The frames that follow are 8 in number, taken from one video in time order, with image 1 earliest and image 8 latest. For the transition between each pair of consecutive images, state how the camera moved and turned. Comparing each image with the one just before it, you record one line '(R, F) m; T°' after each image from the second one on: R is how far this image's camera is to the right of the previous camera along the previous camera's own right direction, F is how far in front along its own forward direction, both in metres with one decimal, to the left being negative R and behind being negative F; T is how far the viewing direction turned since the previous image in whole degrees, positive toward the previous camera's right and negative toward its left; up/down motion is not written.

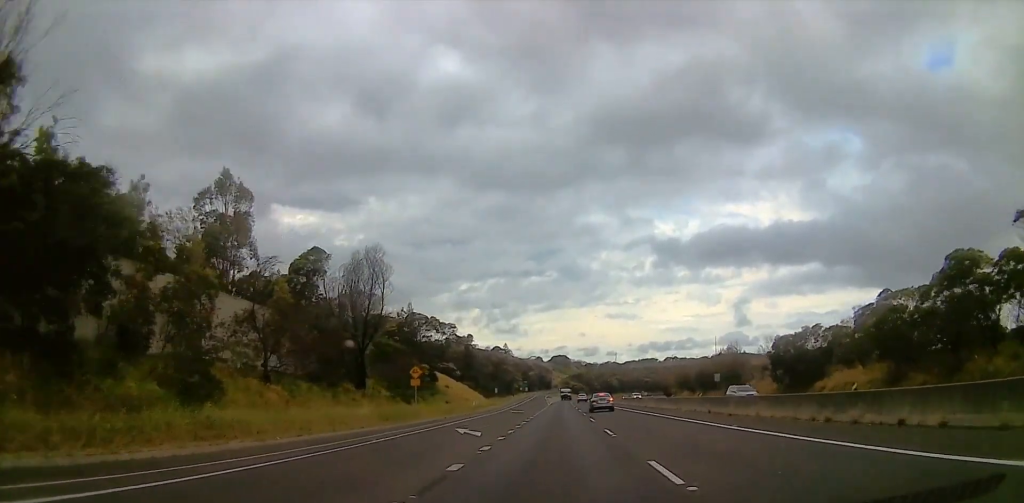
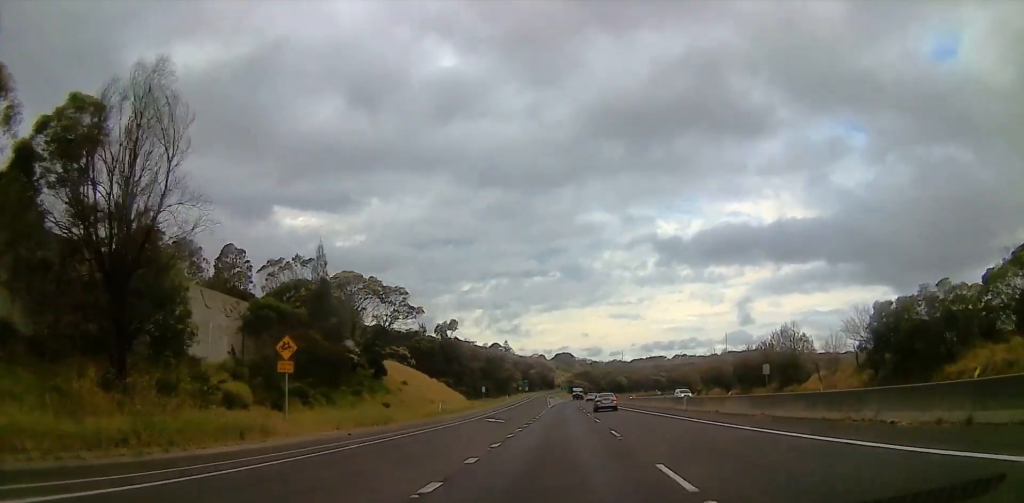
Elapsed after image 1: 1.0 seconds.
(0.0, +24.6) m; 0°
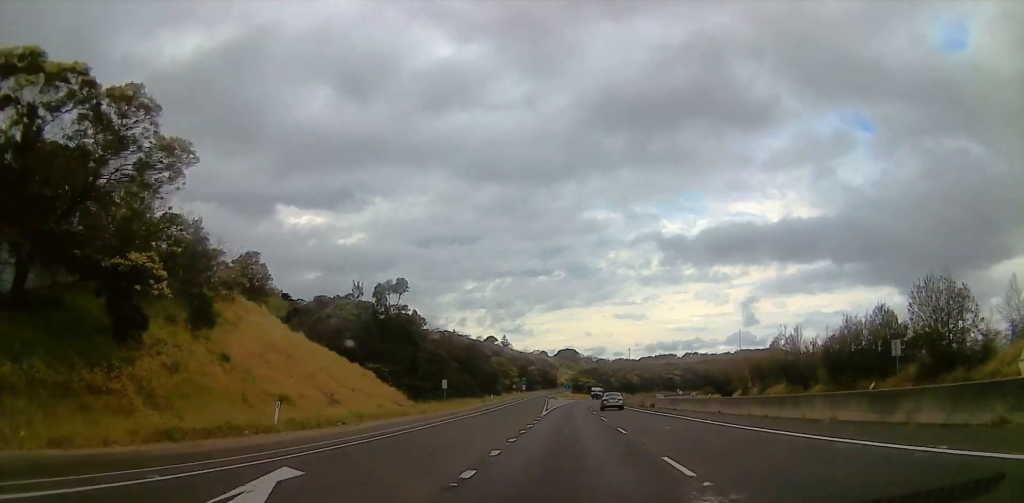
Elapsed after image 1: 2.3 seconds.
(0.0, +33.8) m; 0°
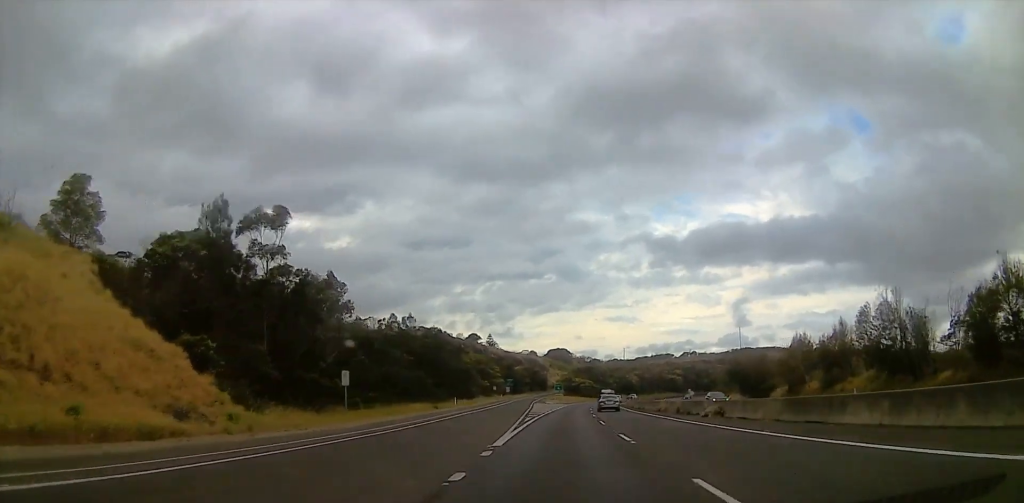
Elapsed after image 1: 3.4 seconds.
(0.0, +27.7) m; 0°
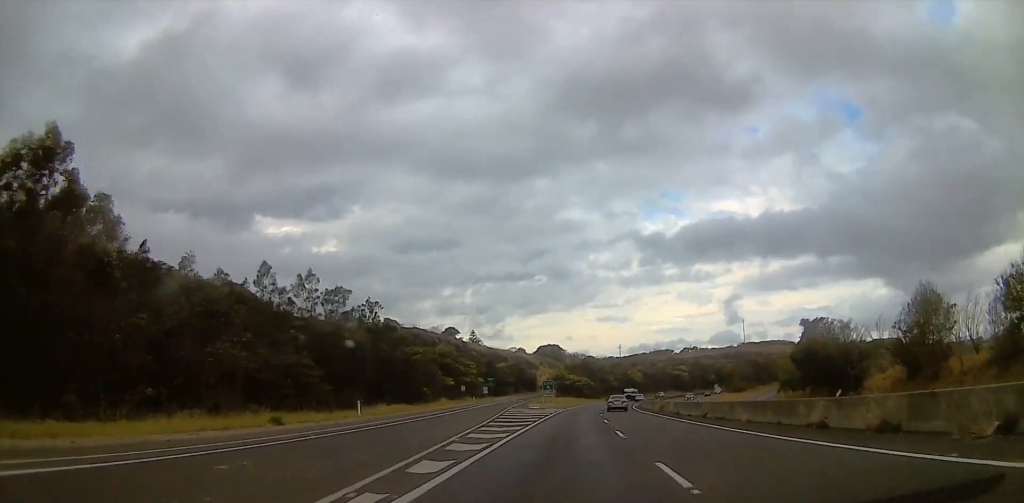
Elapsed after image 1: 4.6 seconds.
(0.0, +32.8) m; 0°
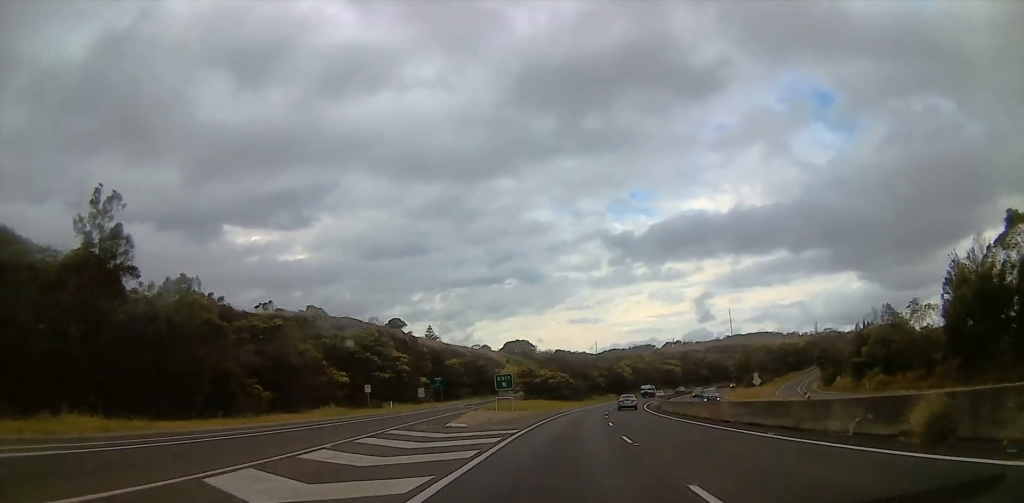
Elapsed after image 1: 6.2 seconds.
(+0.2, +38.9) m; +2°
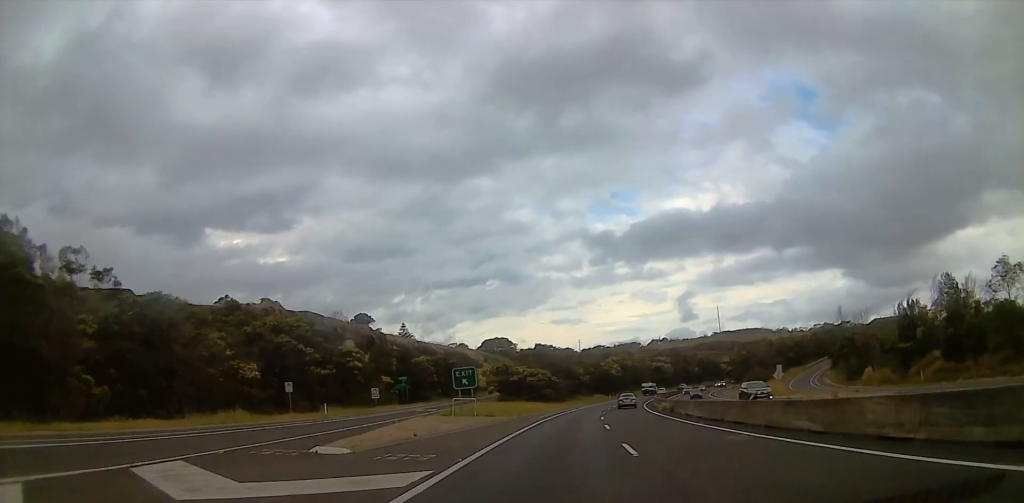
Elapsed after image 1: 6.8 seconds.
(+0.4, +15.3) m; +1°
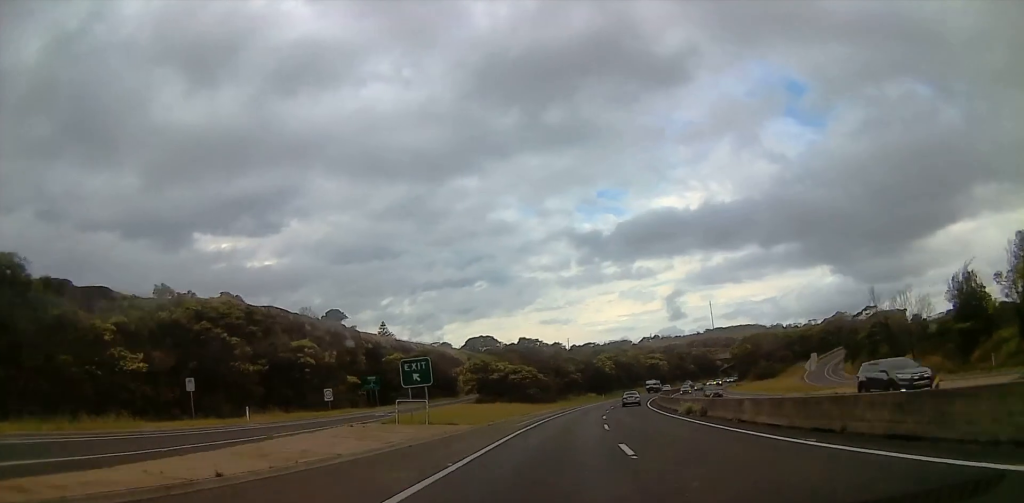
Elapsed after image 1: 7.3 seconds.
(+0.1, +13.2) m; +1°
